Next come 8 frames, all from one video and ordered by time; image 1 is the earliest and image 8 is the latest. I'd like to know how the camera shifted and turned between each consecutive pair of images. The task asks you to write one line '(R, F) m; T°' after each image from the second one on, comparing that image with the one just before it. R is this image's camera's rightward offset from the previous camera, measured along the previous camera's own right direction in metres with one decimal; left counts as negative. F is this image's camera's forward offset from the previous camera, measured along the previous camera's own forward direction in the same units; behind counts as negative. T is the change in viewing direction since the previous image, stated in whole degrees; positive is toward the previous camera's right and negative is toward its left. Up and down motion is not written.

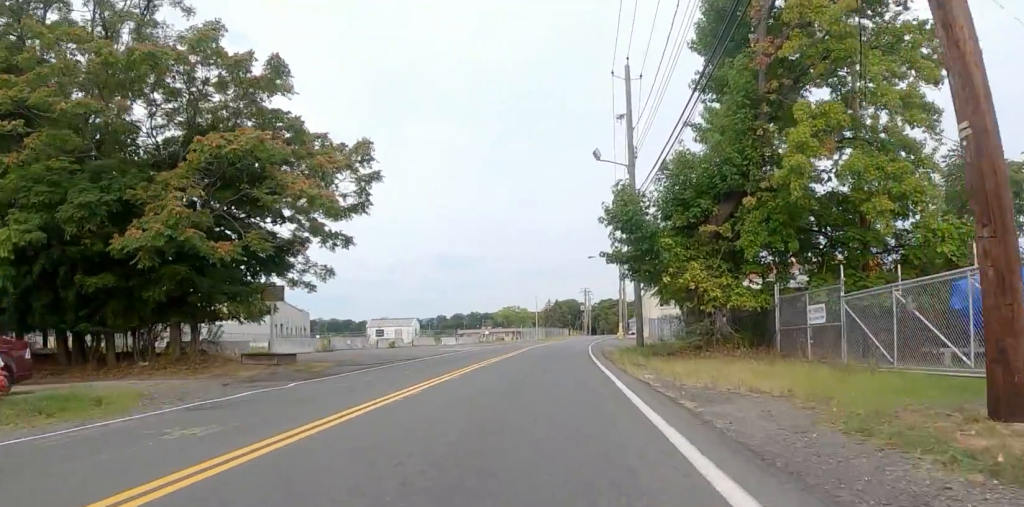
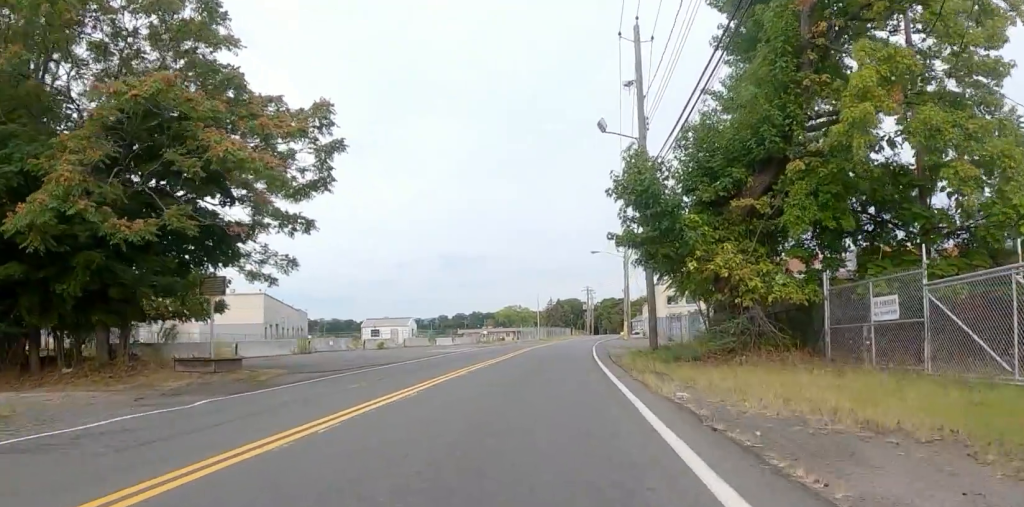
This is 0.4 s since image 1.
(-0.5, +3.5) m; +1°
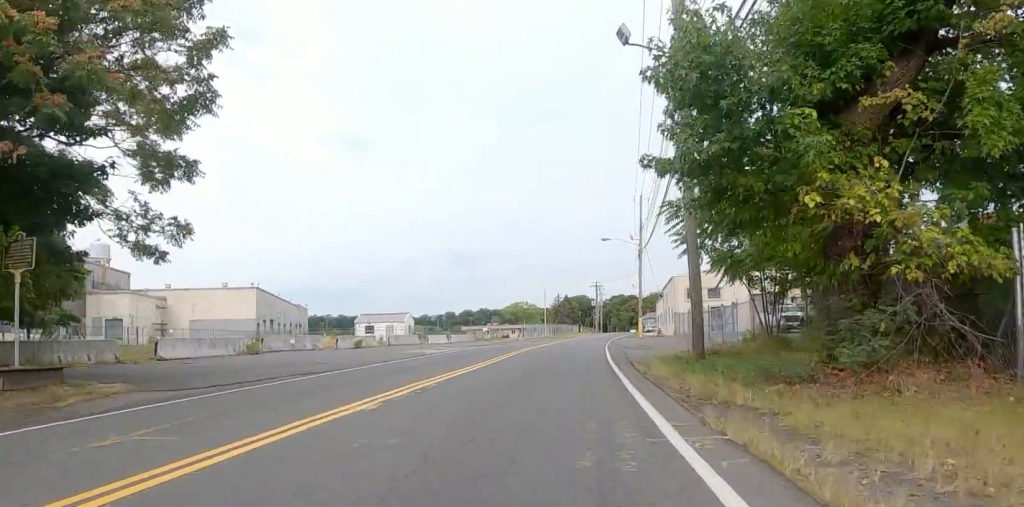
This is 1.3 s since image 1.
(+0.8, +6.7) m; 0°
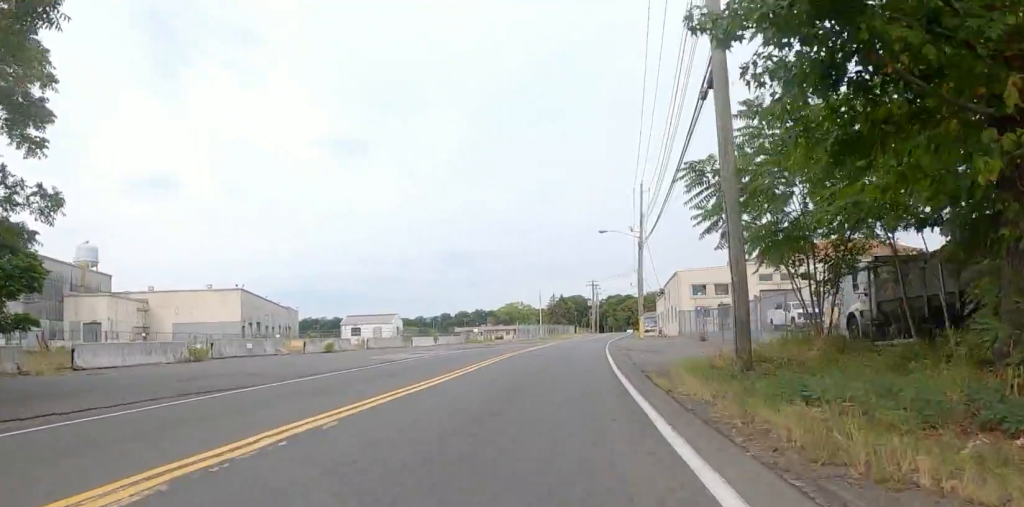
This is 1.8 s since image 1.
(-0.1, +4.1) m; +1°
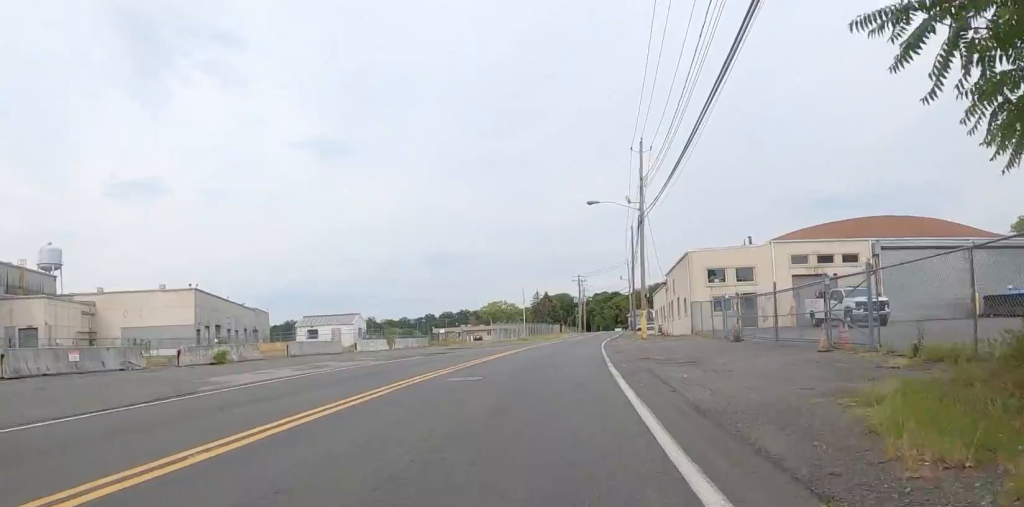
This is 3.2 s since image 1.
(+0.2, +10.0) m; +8°
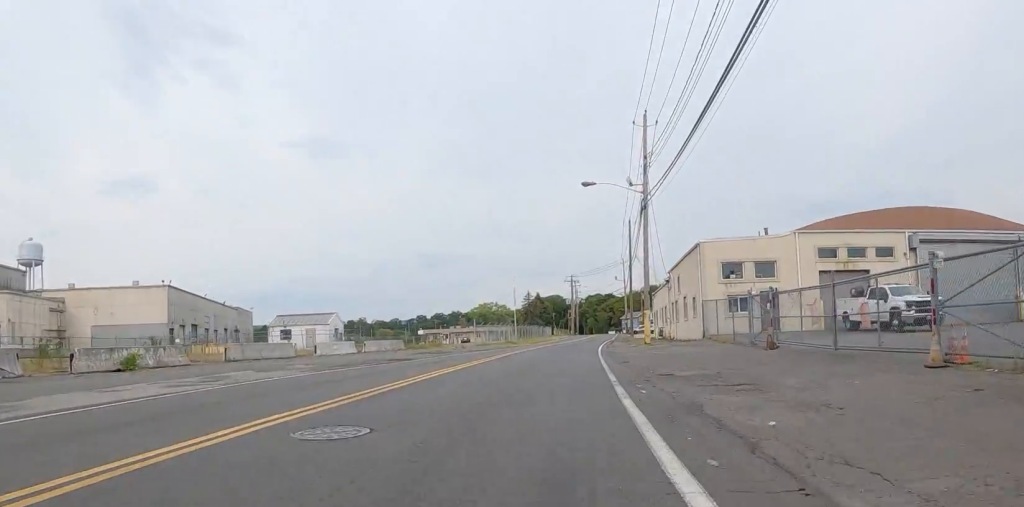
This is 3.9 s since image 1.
(+0.3, +5.3) m; 0°
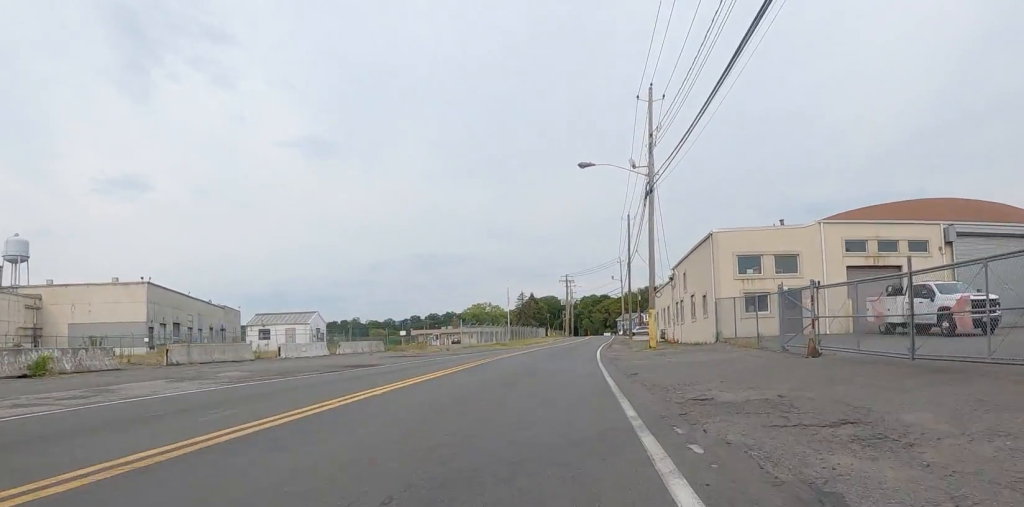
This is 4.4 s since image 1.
(+0.3, +3.9) m; -5°
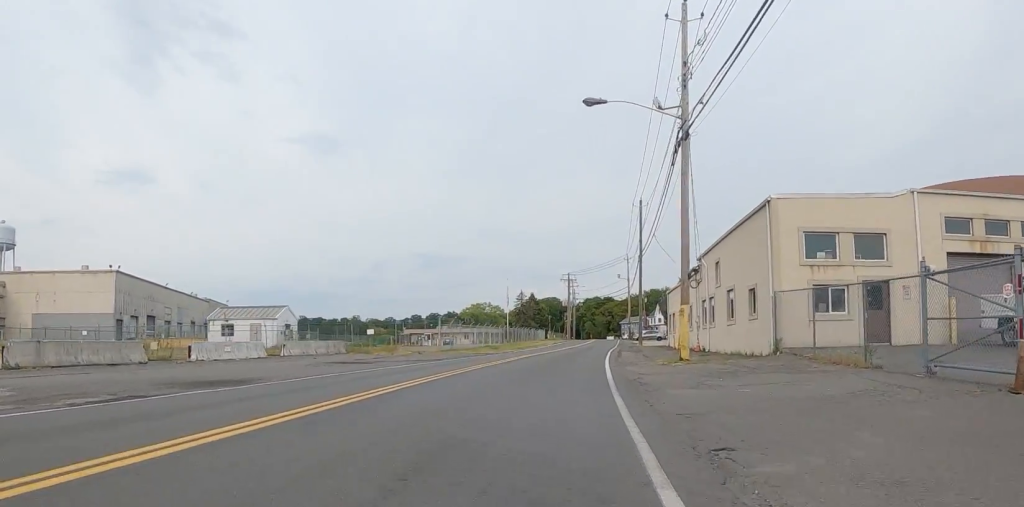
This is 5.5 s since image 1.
(-1.4, +7.8) m; -1°
